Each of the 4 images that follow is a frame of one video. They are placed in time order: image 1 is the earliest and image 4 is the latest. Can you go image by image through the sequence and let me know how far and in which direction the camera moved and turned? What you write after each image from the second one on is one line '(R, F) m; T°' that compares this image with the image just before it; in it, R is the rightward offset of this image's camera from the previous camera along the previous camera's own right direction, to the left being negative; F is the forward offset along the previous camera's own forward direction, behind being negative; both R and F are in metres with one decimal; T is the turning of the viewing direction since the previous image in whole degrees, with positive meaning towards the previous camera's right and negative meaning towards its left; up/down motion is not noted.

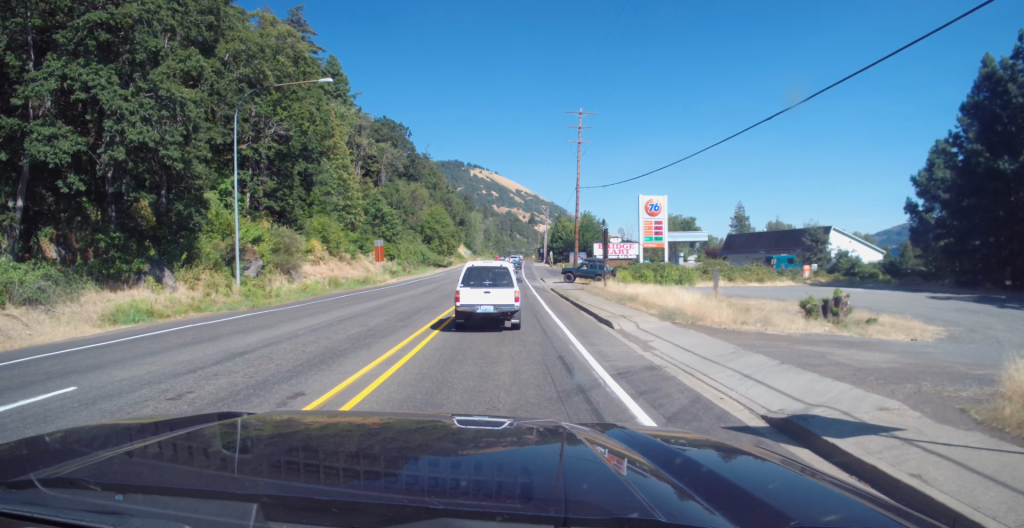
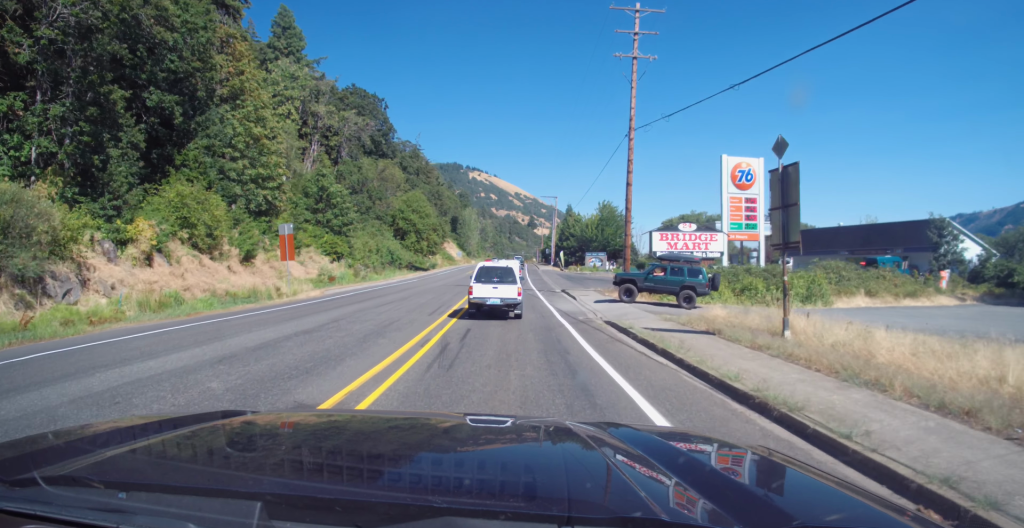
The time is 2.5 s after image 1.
(+0.2, +27.5) m; +1°
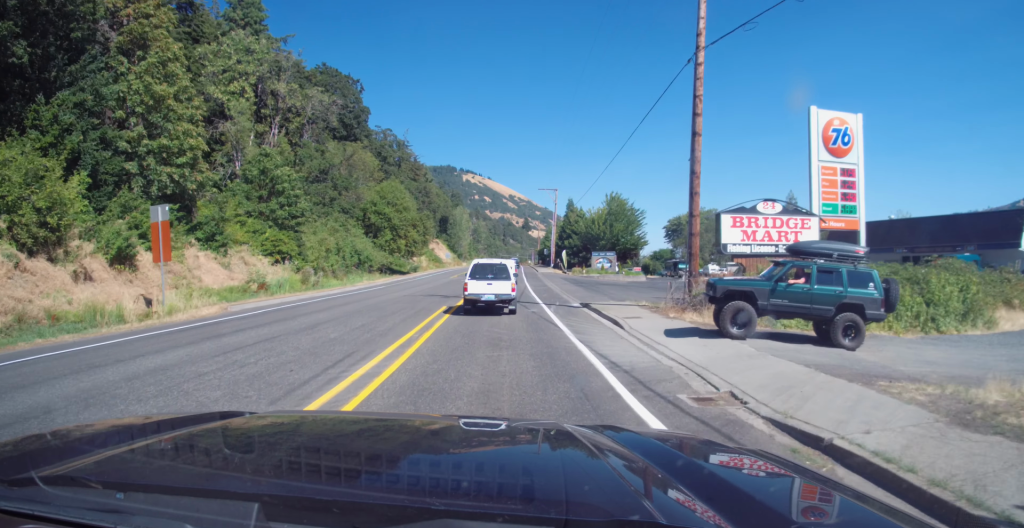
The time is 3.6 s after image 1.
(-0.1, +13.8) m; 0°
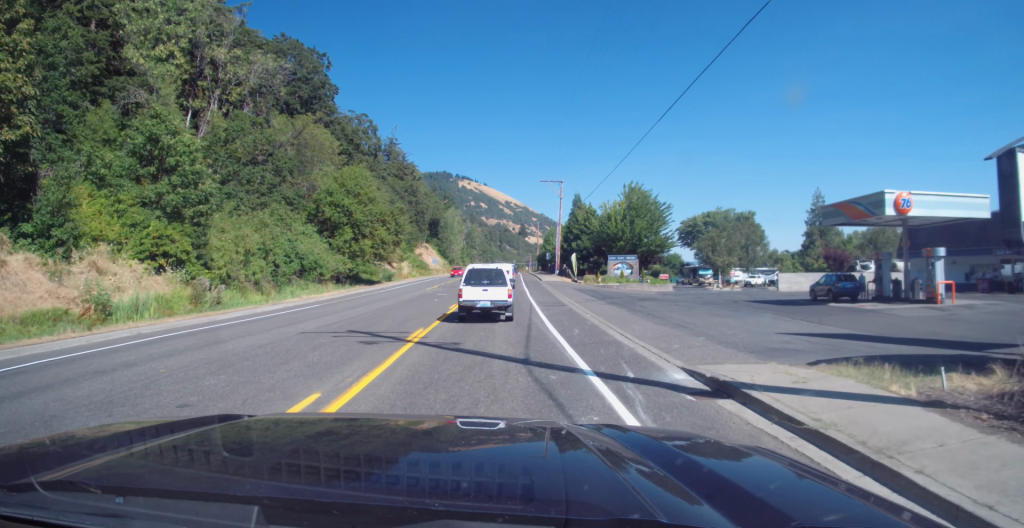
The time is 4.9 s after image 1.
(+0.1, +16.0) m; +1°
